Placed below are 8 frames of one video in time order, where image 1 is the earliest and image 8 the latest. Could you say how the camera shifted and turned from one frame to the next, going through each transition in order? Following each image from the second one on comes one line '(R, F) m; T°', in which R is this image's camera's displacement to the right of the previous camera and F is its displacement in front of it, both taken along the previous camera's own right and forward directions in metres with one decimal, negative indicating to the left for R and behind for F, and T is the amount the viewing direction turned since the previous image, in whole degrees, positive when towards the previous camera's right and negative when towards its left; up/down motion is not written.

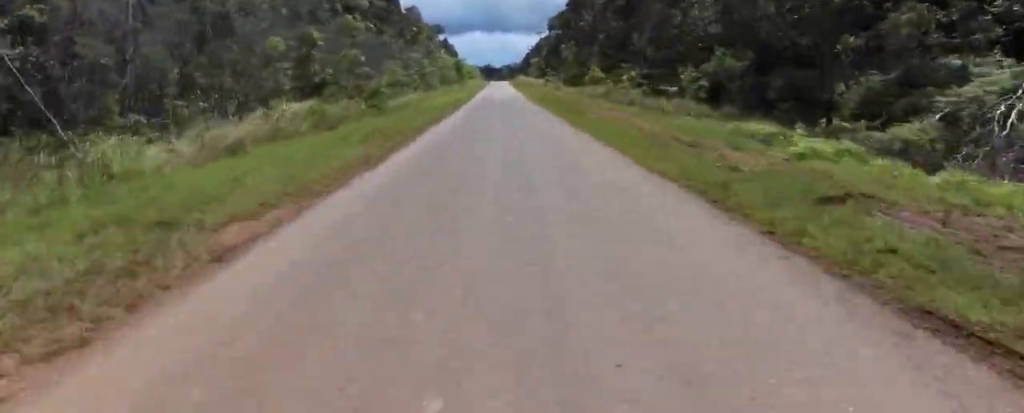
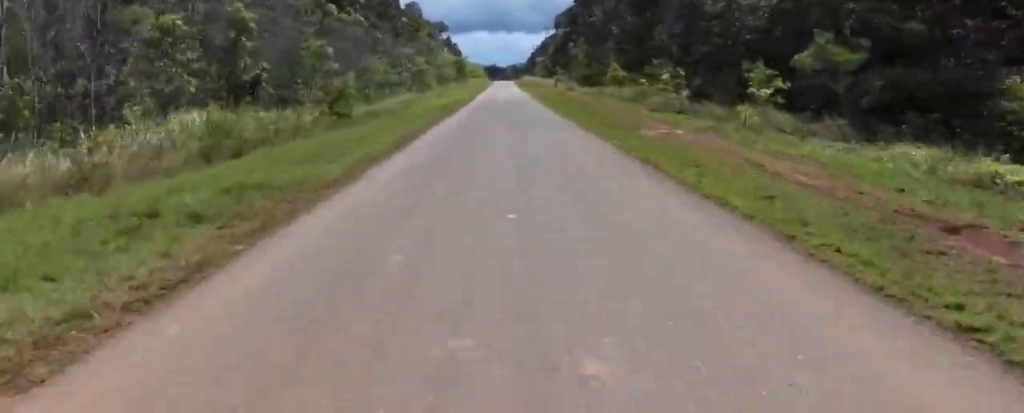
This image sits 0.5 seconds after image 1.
(+0.2, +7.2) m; +1°
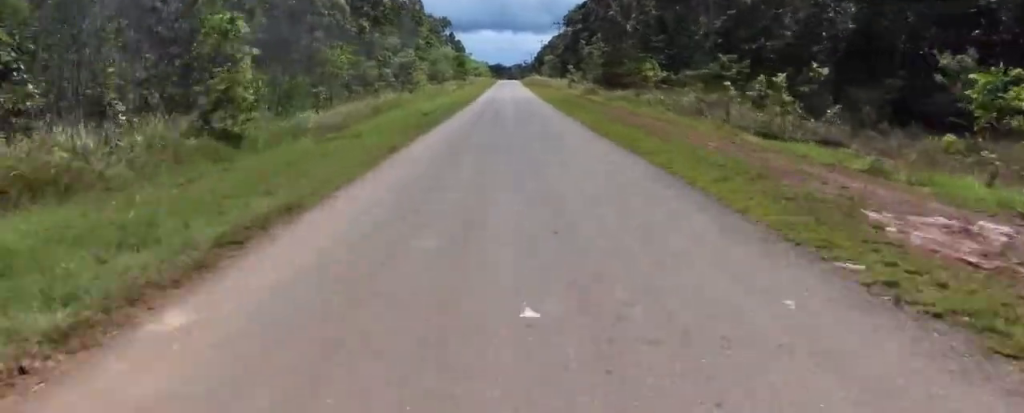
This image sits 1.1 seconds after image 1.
(+0.6, +10.2) m; 0°
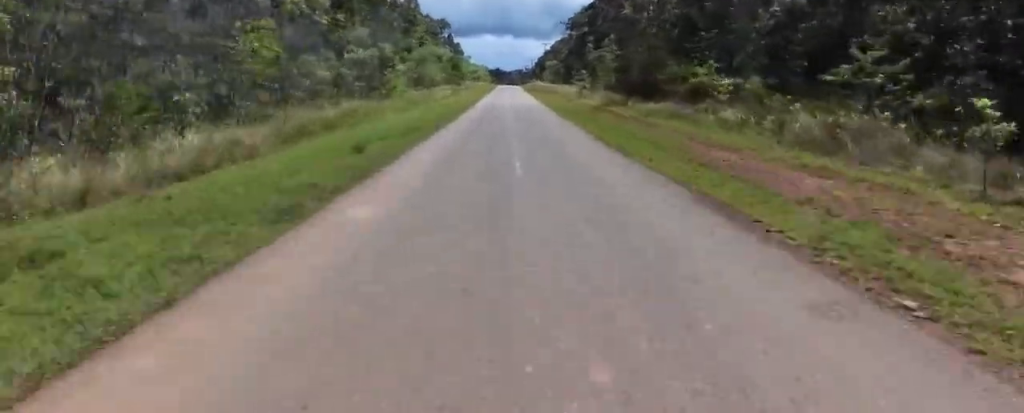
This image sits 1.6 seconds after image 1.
(-0.4, +9.5) m; -2°
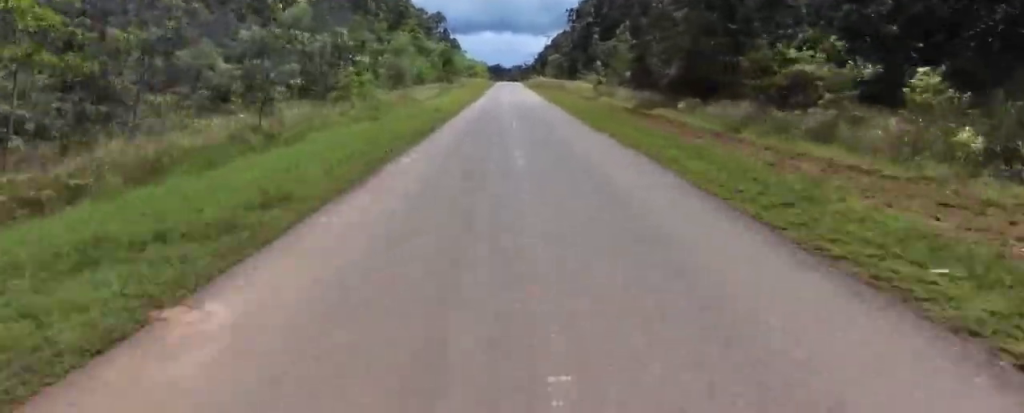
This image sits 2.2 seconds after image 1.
(-0.3, +9.6) m; -2°
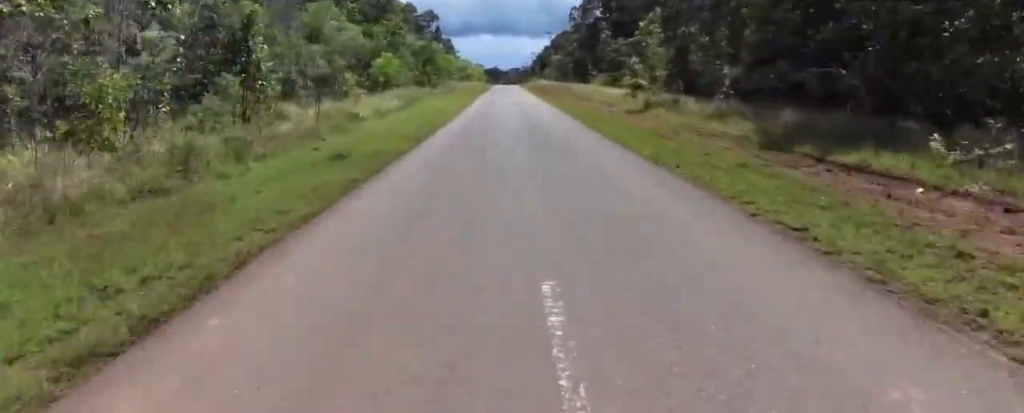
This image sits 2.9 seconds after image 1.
(0.0, +14.5) m; +2°
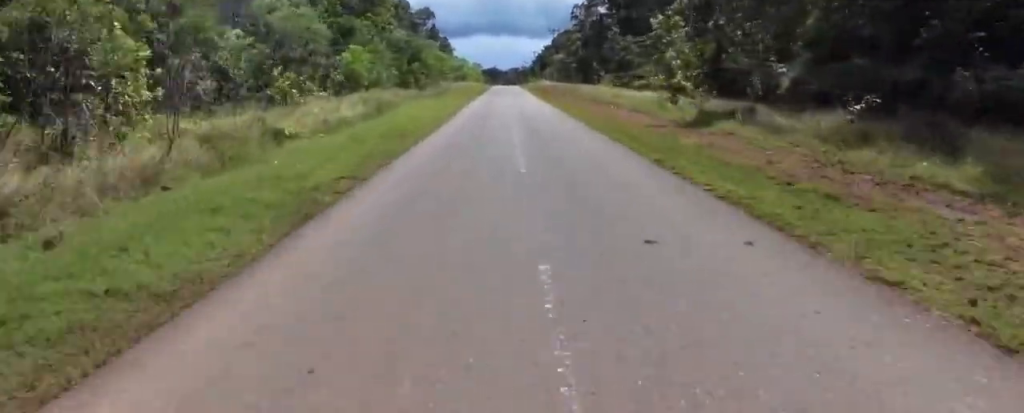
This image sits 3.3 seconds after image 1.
(0.0, +8.7) m; +1°
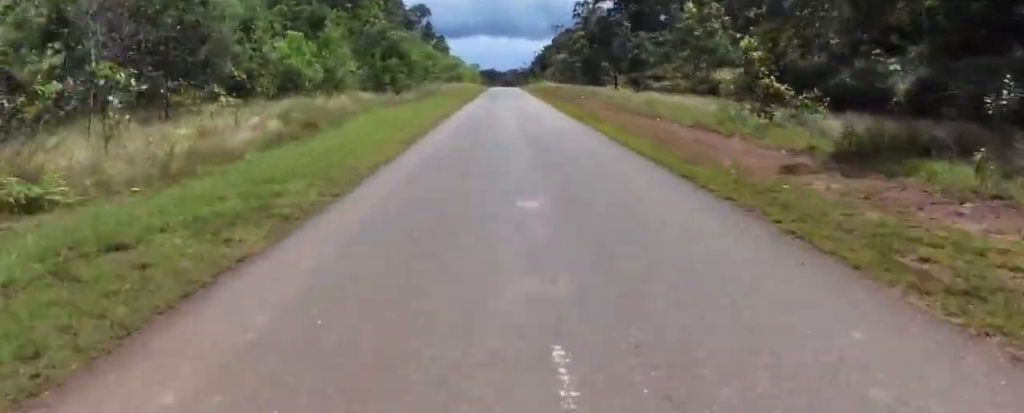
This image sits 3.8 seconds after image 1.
(+0.5, +8.9) m; 0°
